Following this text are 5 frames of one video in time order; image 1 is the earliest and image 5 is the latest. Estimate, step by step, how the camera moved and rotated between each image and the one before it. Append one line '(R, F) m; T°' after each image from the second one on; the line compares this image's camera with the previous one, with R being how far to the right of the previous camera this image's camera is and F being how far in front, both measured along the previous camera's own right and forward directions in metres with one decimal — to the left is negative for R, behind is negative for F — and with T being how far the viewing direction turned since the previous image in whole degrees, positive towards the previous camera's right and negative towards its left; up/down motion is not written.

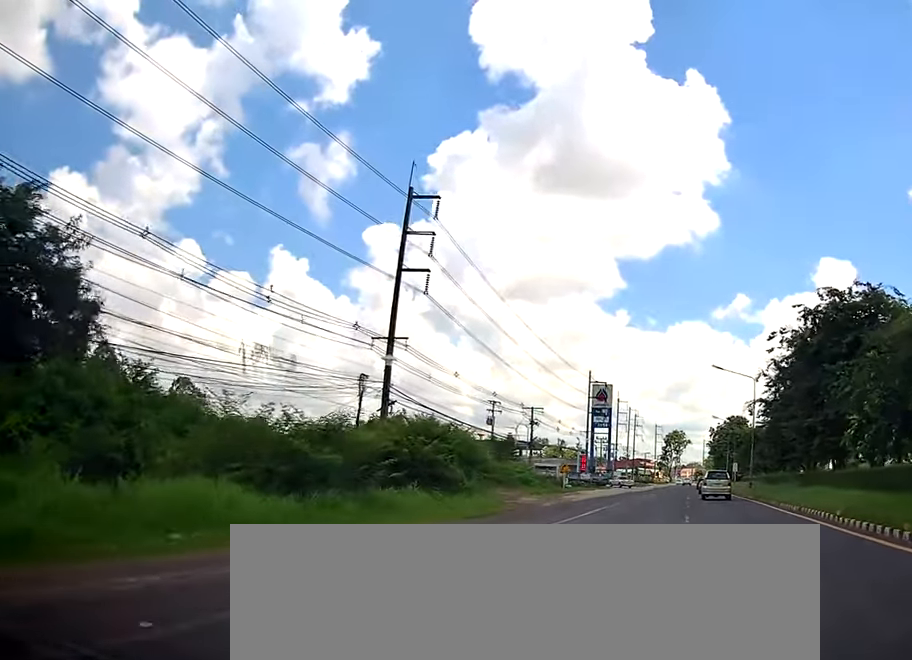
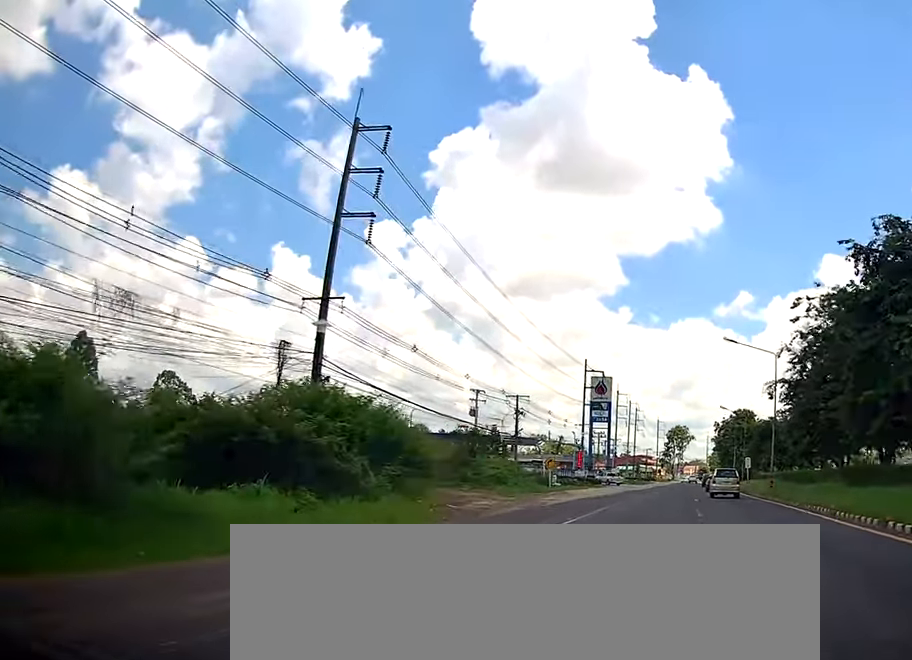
(-0.2, +10.2) m; 0°
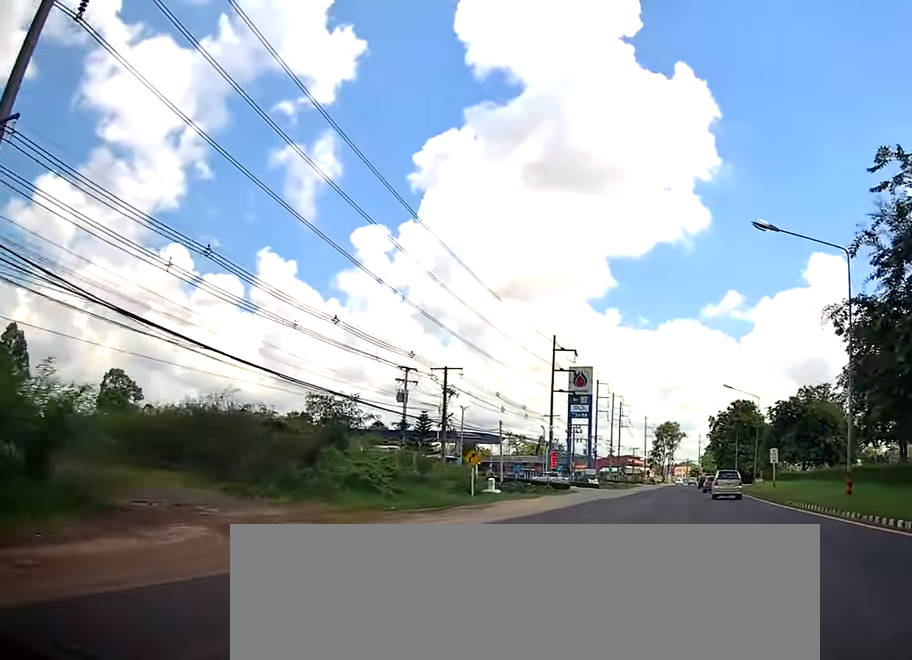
(+0.3, +21.4) m; +2°
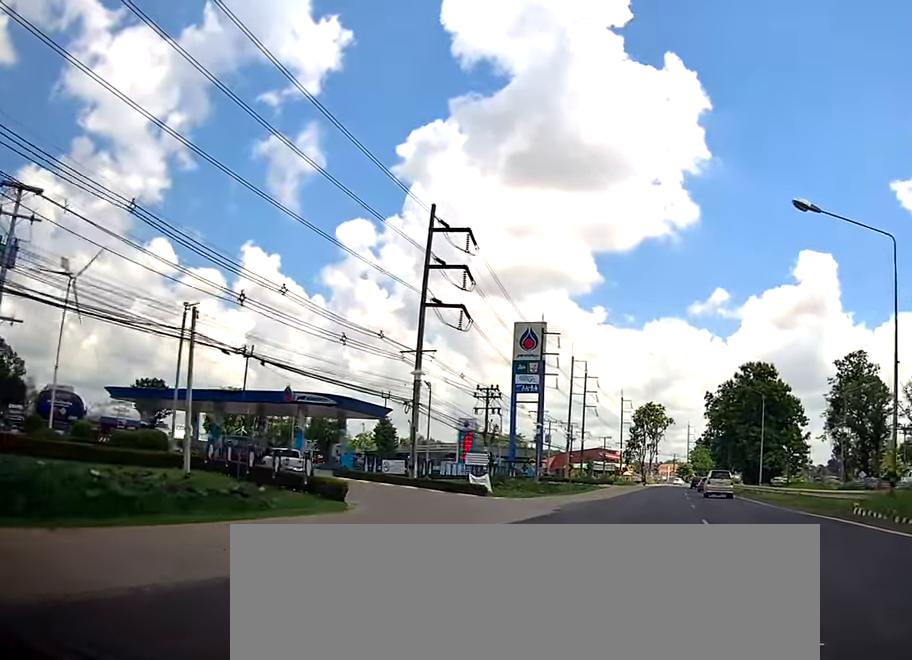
(+0.5, +44.4) m; +2°
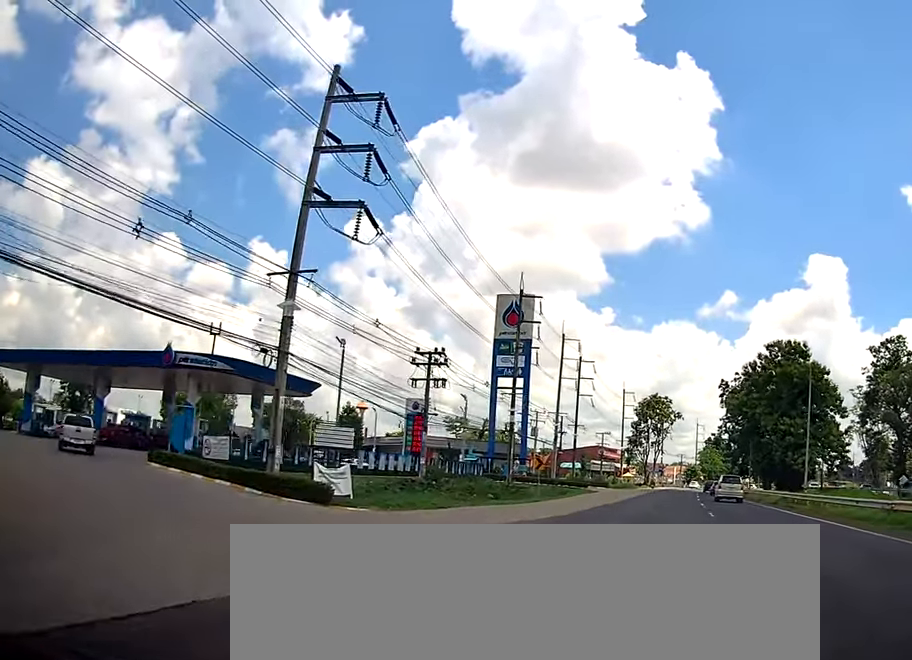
(0.0, +17.7) m; -2°
